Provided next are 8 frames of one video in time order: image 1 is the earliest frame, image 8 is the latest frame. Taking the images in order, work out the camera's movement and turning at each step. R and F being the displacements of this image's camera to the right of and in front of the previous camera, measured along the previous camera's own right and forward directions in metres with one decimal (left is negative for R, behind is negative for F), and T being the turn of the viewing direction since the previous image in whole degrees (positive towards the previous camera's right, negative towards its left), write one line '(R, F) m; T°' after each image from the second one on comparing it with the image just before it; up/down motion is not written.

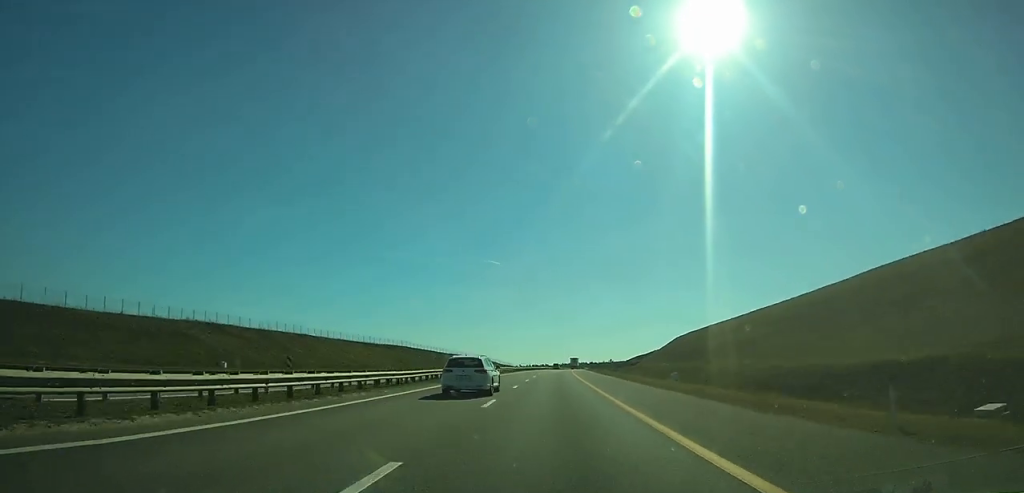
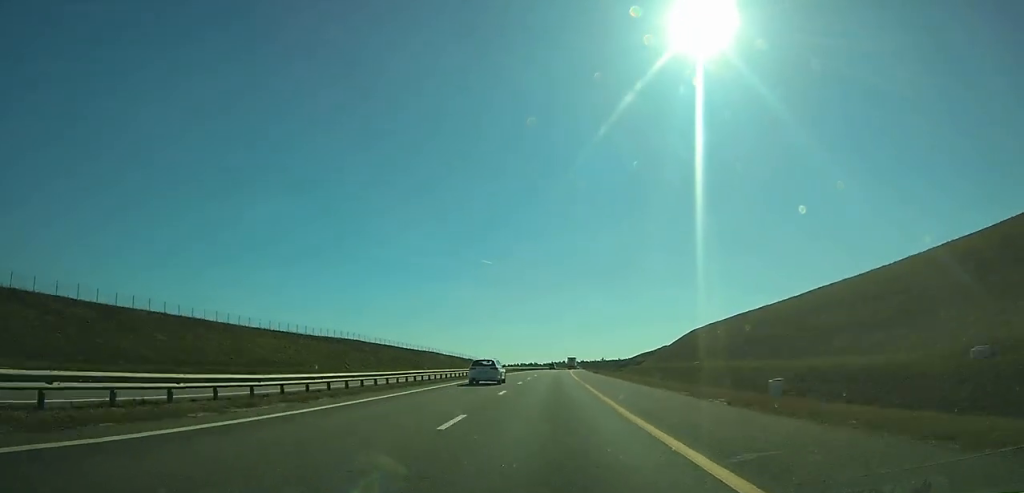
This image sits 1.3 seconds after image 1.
(+0.4, +40.8) m; +1°
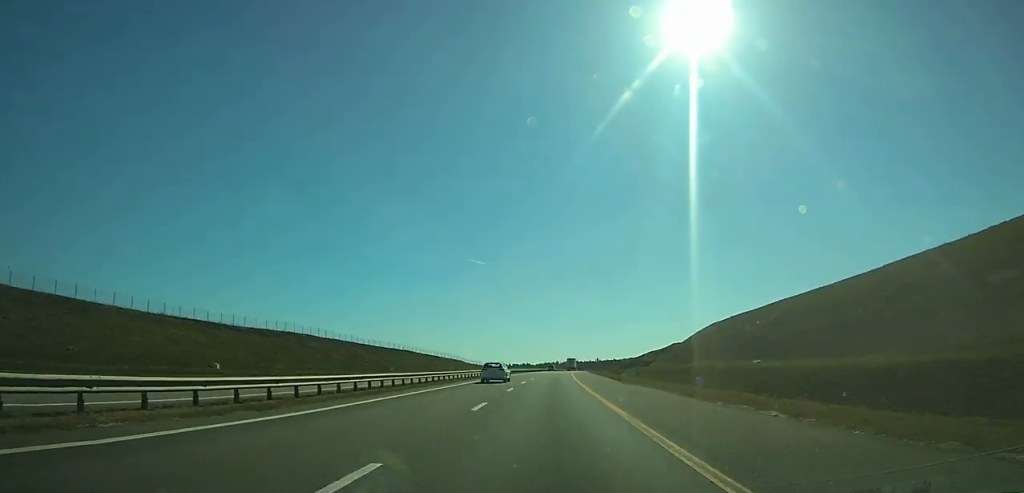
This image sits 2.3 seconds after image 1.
(+0.3, +30.6) m; +1°
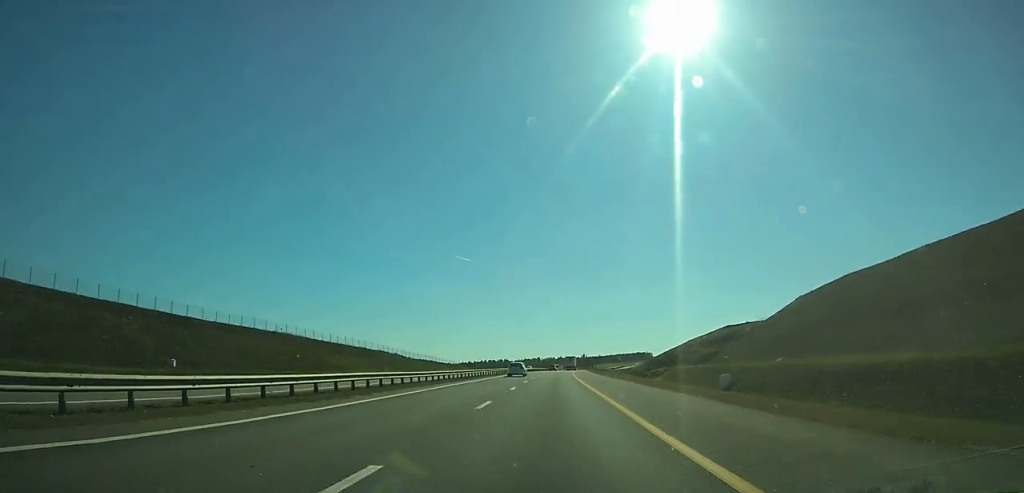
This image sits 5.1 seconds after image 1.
(+1.3, +83.5) m; +2°
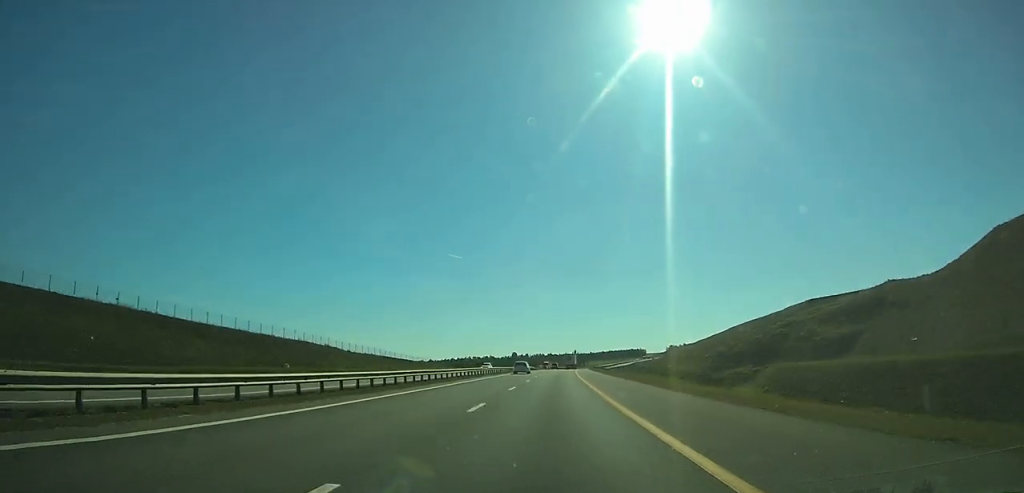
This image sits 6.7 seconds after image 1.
(+0.6, +48.9) m; +1°
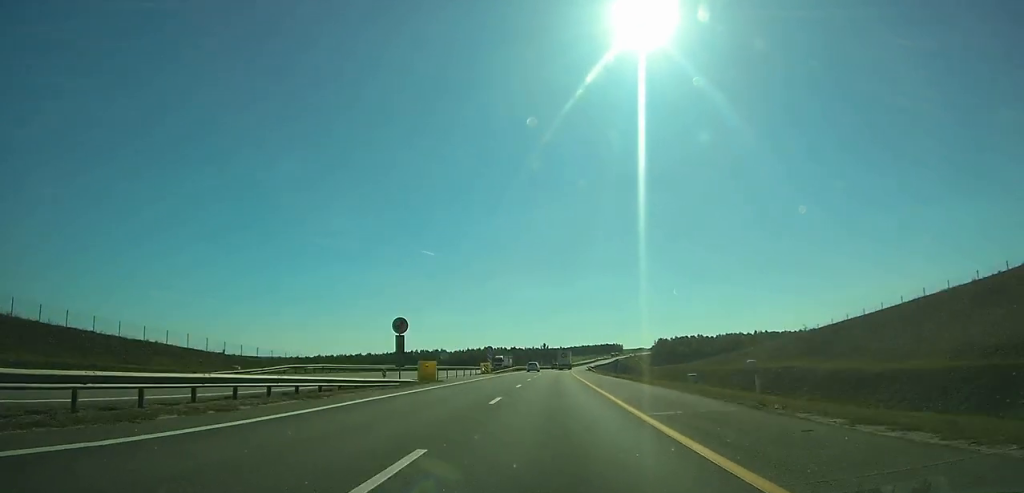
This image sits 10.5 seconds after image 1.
(+3.1, +116.1) m; +3°
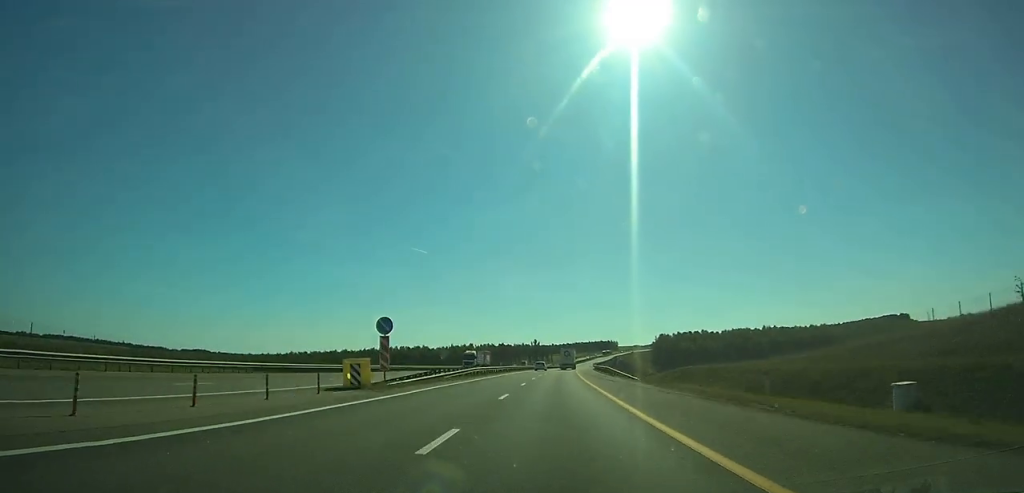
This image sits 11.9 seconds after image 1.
(+0.4, +45.0) m; +1°
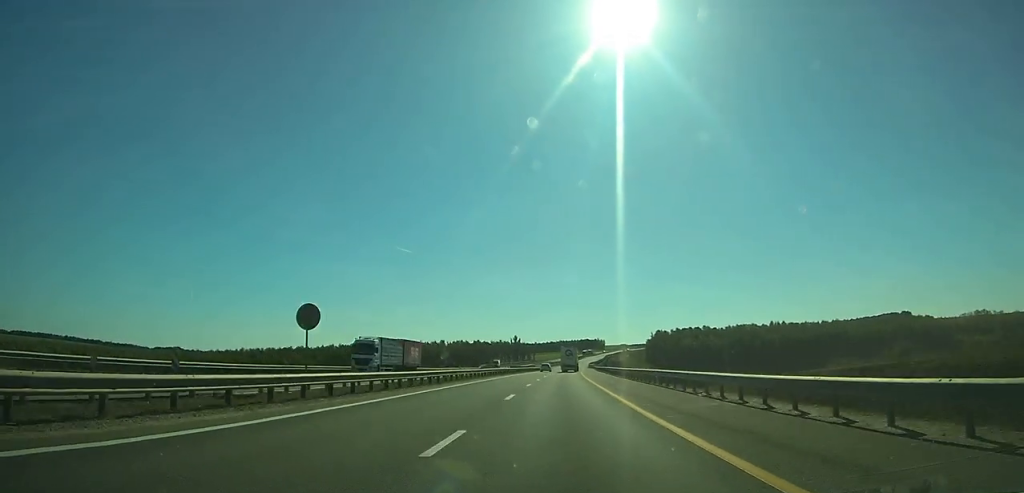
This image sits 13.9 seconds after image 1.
(+0.7, +59.8) m; +2°
